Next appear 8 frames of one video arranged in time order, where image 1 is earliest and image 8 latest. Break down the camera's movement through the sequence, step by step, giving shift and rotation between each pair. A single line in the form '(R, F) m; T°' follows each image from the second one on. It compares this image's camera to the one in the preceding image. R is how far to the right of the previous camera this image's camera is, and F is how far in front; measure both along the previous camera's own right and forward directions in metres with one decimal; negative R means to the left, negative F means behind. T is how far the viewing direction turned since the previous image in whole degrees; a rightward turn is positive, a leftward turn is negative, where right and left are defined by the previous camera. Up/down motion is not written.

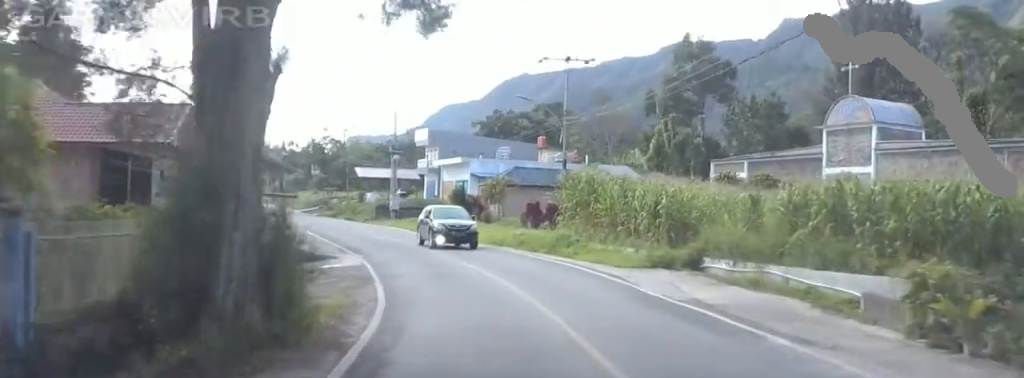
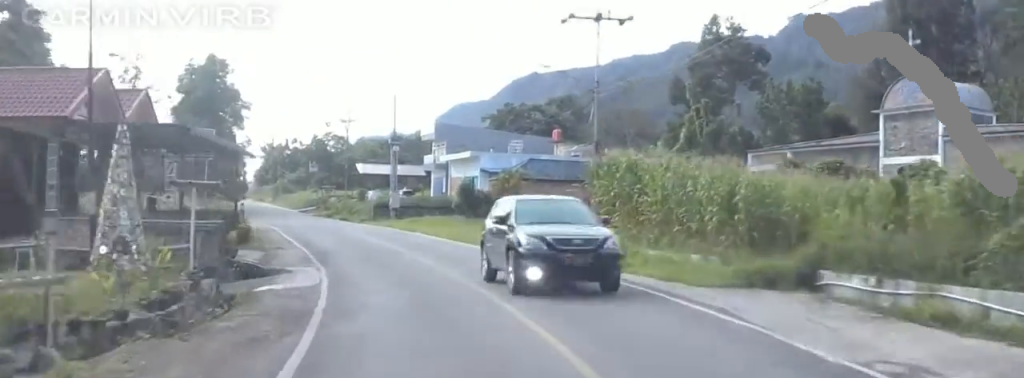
(0.0, +9.0) m; 0°
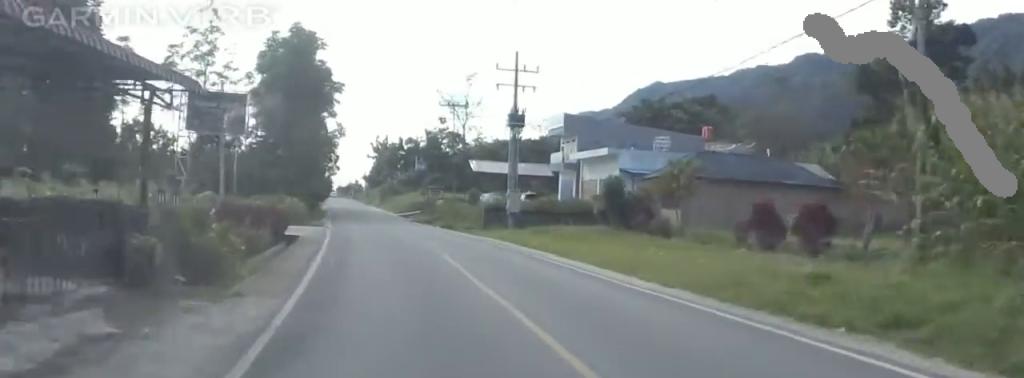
(0.0, +18.2) m; -1°
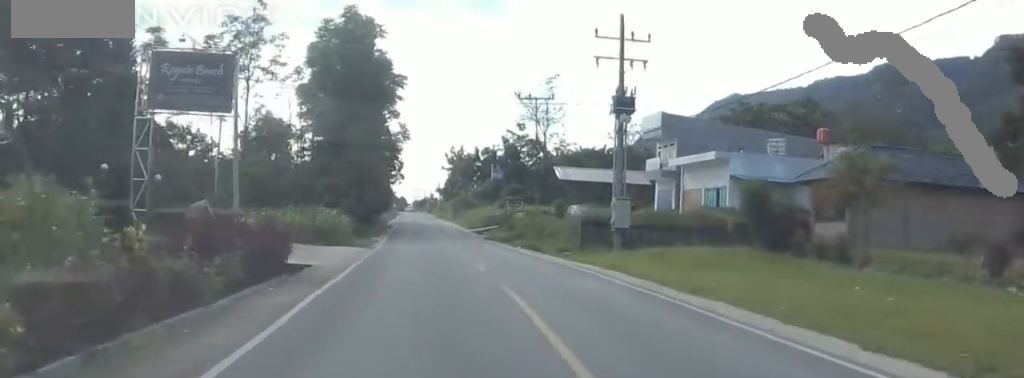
(0.0, +12.2) m; -4°
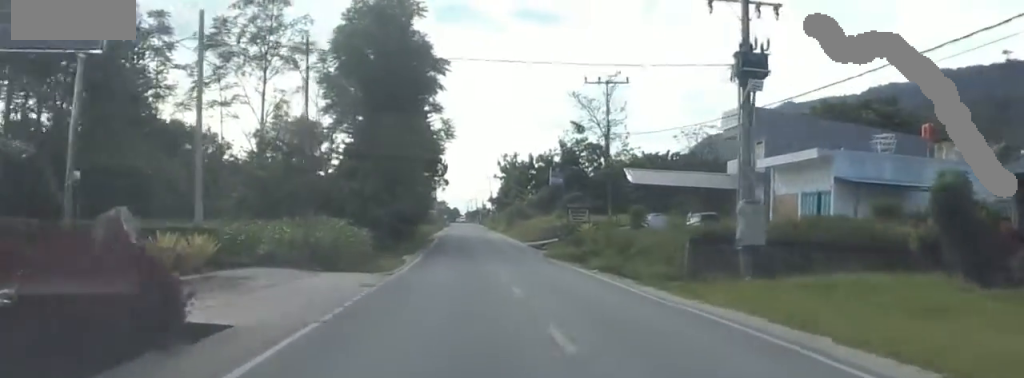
(-0.8, +11.3) m; -4°
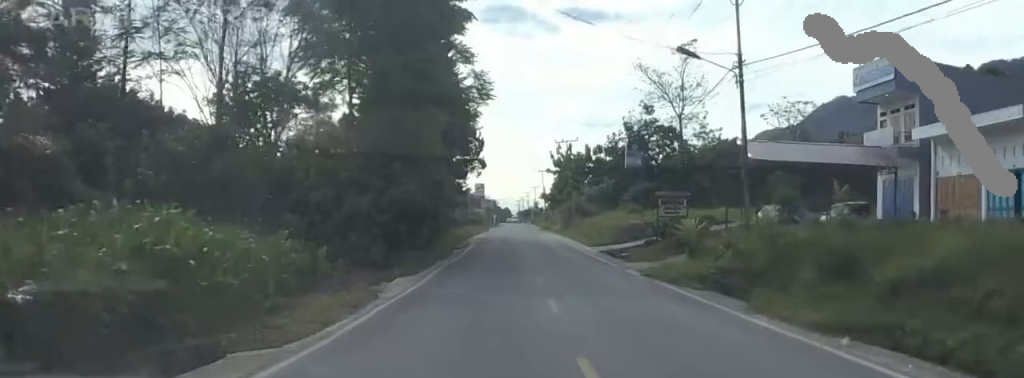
(-0.5, +19.4) m; -5°
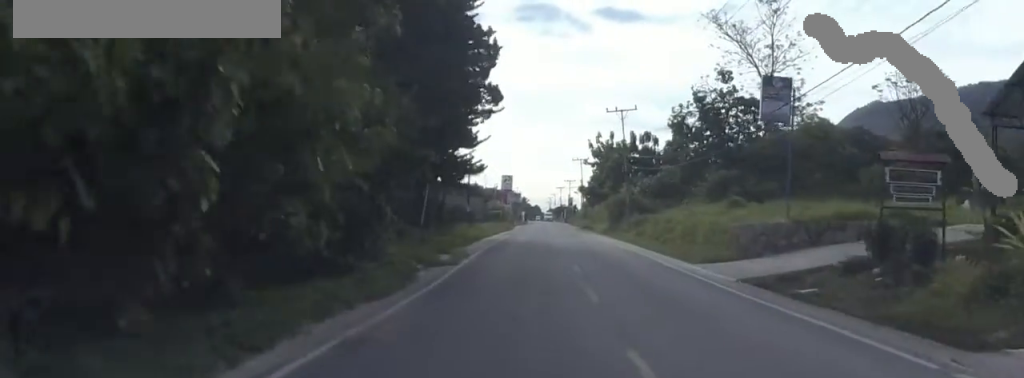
(-0.4, +24.6) m; +3°
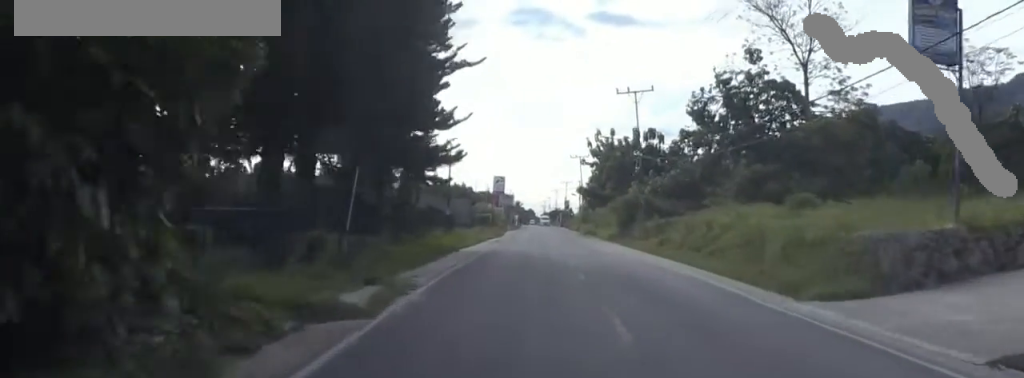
(+0.3, +12.2) m; 0°
